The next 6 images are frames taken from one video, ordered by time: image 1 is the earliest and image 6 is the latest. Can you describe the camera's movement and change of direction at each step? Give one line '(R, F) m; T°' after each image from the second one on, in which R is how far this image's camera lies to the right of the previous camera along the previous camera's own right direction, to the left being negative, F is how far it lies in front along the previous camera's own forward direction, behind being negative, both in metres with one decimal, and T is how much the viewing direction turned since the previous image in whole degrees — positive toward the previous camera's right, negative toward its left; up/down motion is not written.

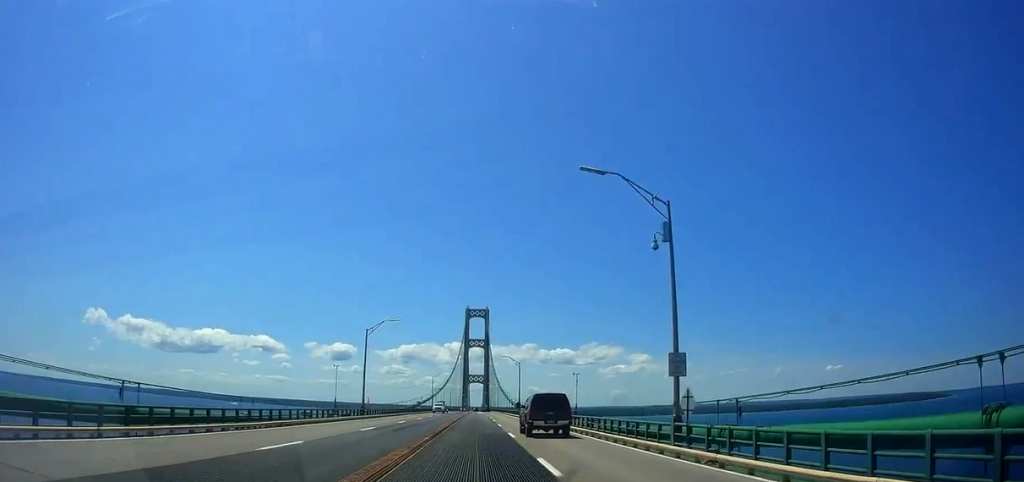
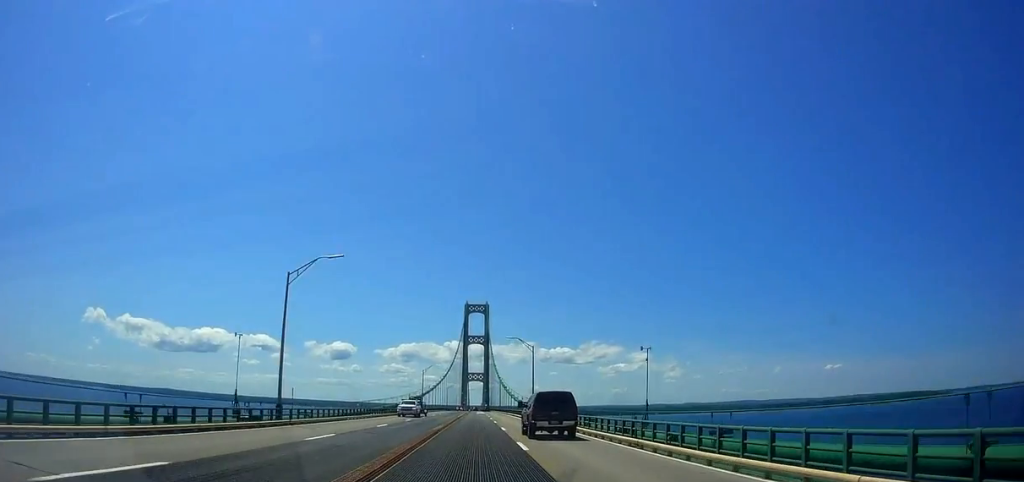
(+0.5, +23.8) m; +1°
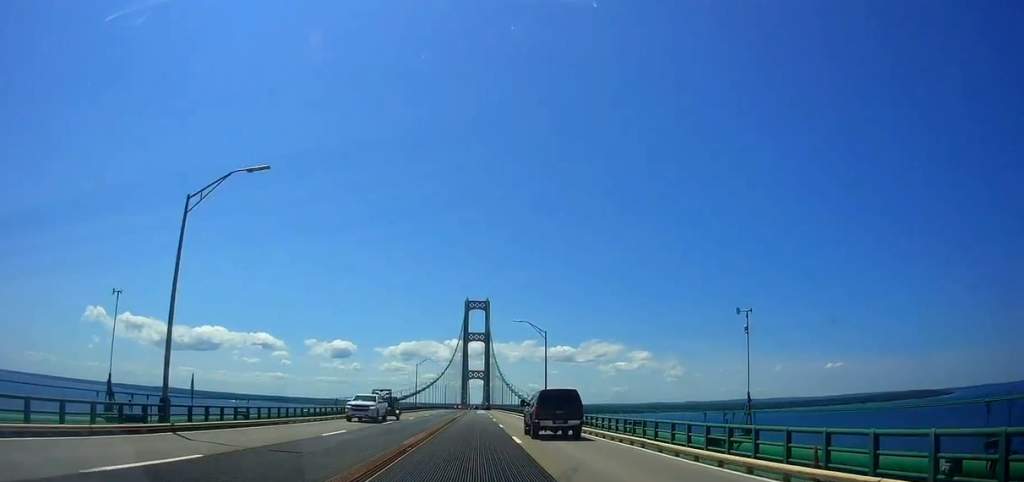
(0.0, +12.6) m; 0°
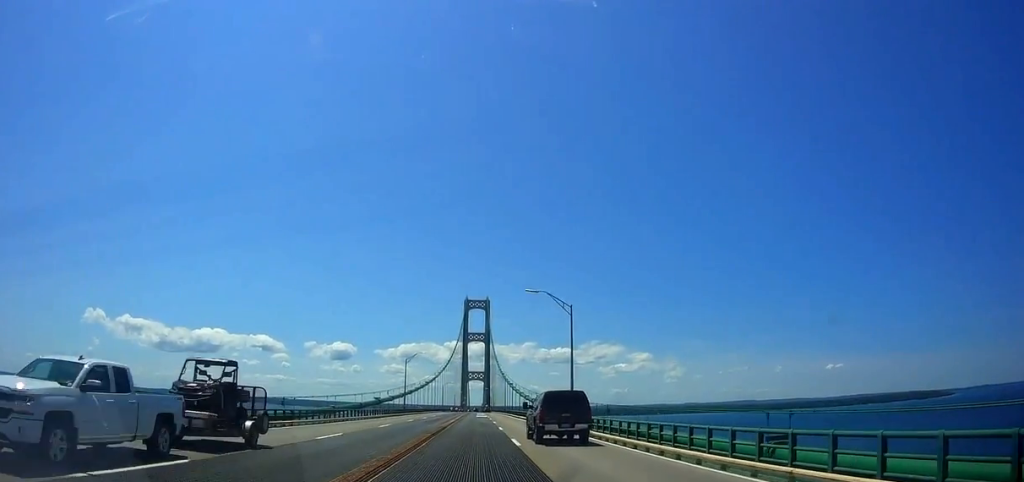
(0.0, +15.5) m; 0°
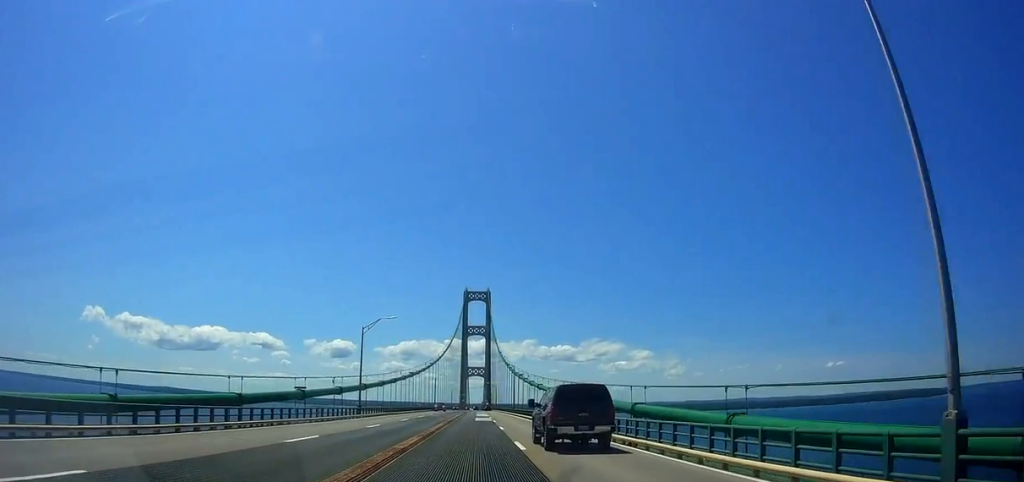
(-0.1, +33.2) m; -1°
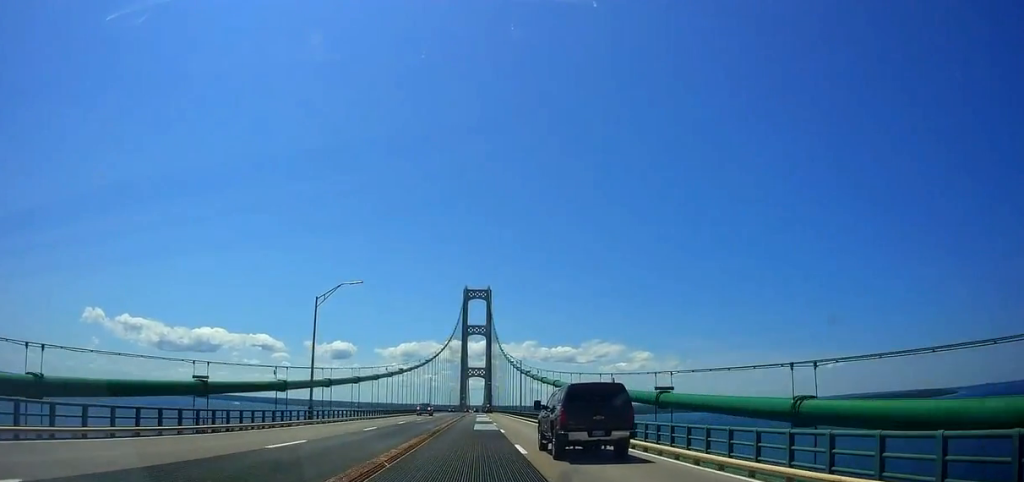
(-0.4, +16.1) m; 0°
